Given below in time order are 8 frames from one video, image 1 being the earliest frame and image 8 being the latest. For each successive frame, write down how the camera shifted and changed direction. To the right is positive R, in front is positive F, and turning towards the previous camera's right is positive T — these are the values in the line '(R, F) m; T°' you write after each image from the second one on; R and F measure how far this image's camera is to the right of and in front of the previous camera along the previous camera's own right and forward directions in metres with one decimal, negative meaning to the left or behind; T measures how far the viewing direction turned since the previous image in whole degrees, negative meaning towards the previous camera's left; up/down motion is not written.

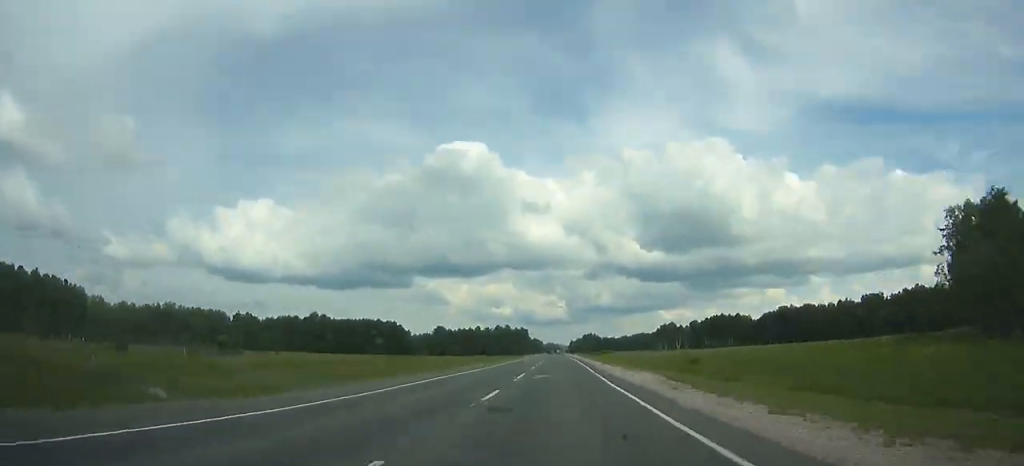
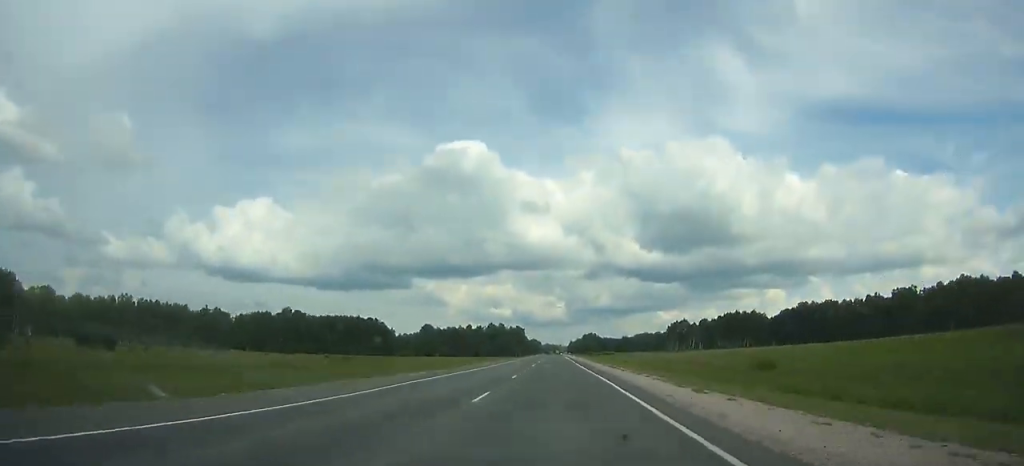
(0.0, +38.0) m; 0°
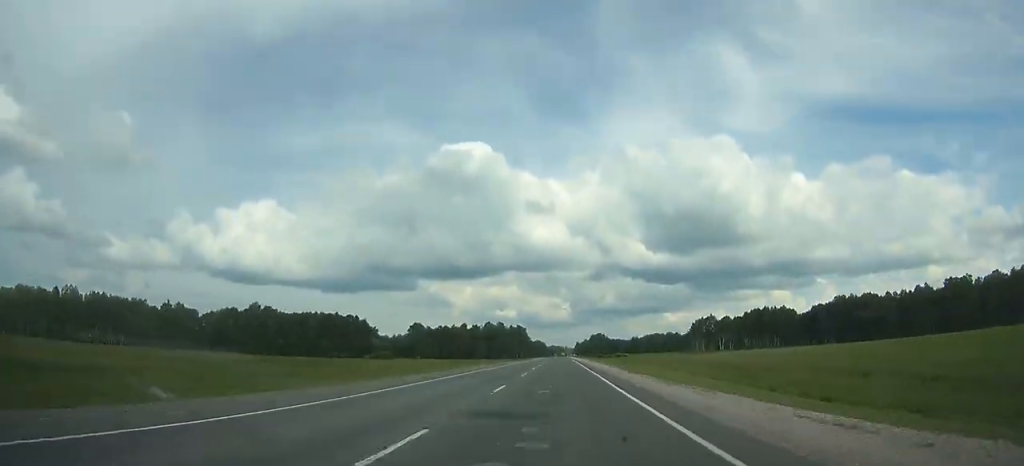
(0.0, +43.6) m; 0°
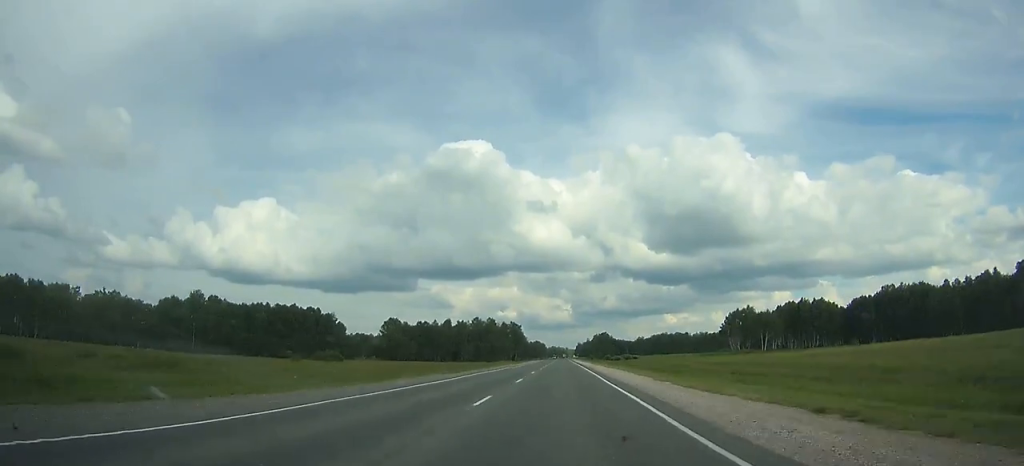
(0.0, +51.8) m; 0°
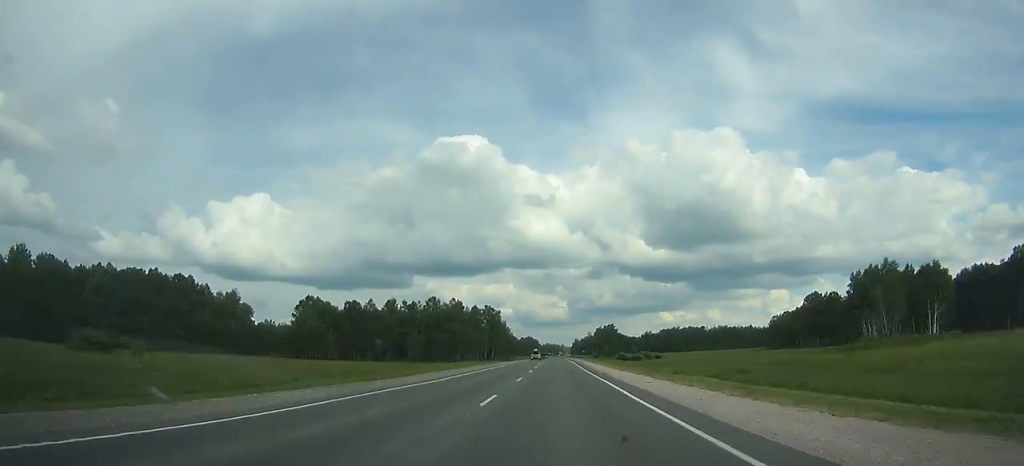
(+0.1, +93.5) m; 0°
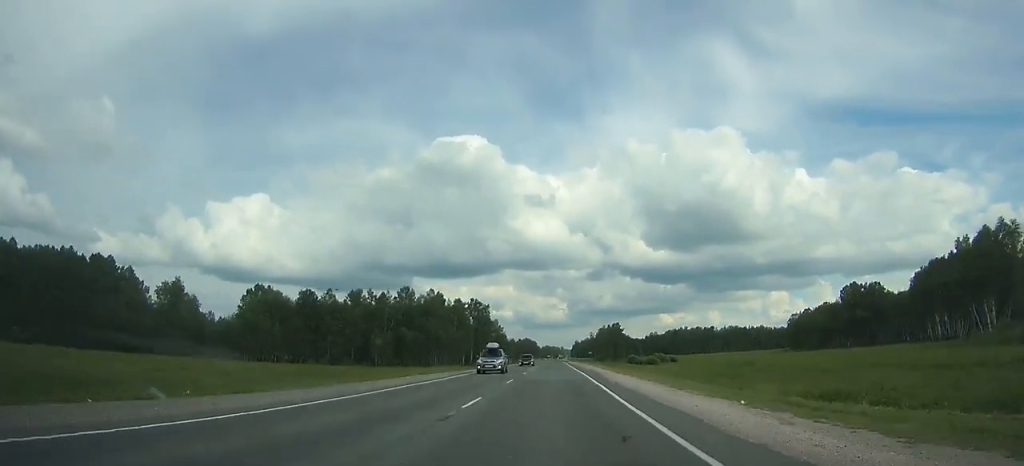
(-0.1, +36.1) m; 0°
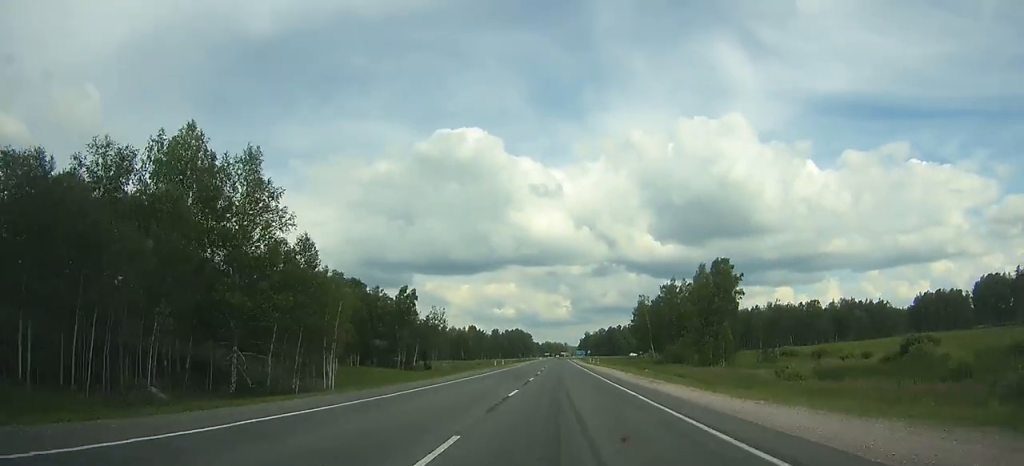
(-1.0, +202.6) m; 0°
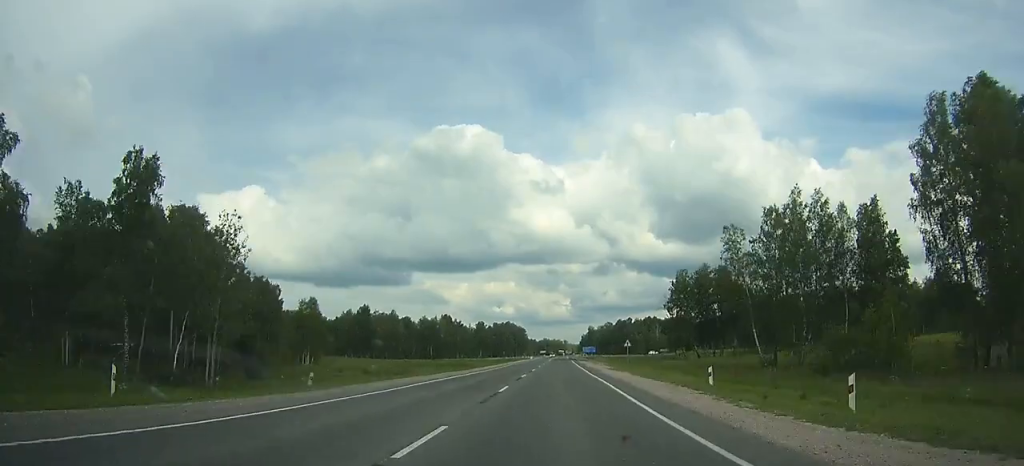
(+0.1, +83.7) m; 0°
